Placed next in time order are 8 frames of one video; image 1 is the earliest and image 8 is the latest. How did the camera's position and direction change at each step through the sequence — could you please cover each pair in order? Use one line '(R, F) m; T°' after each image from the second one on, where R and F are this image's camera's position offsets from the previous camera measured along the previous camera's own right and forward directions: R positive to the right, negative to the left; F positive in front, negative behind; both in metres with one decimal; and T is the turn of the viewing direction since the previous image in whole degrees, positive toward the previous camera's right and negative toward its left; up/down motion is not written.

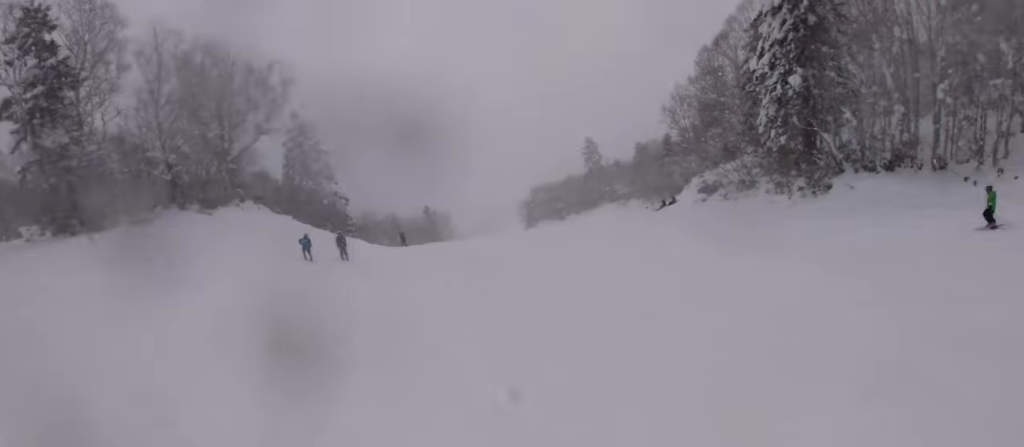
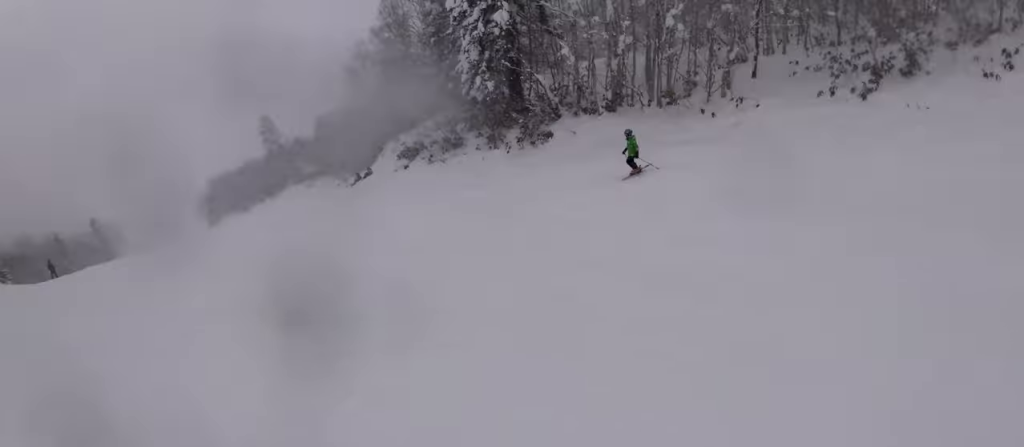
(+3.2, +5.7) m; +42°
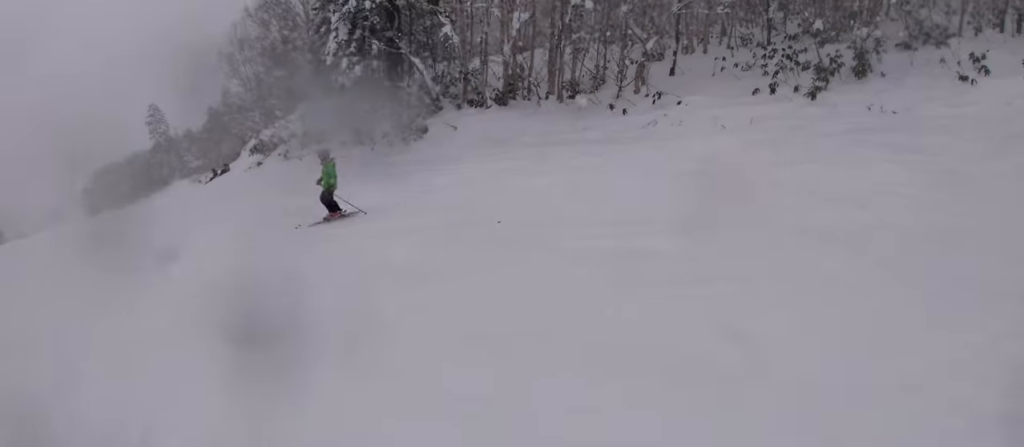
(+0.8, +4.3) m; +9°
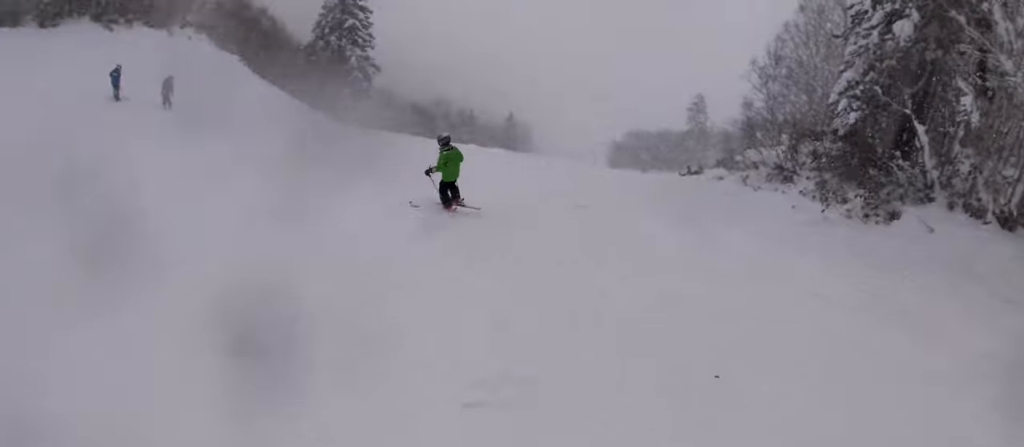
(-0.2, +3.6) m; -21°
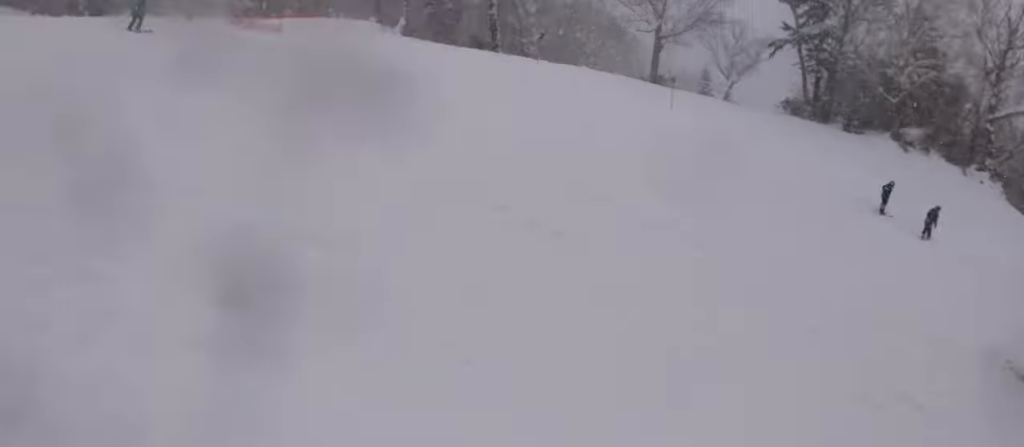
(-0.1, +1.8) m; -23°
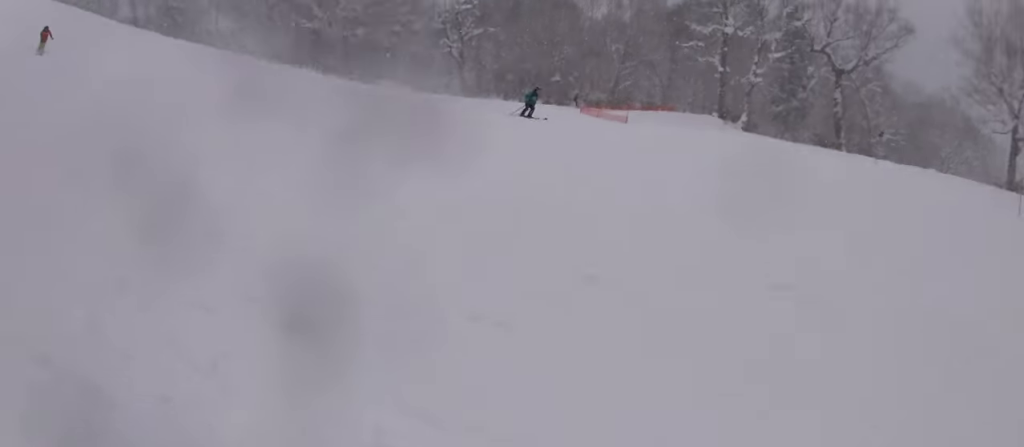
(-0.3, +1.2) m; -25°
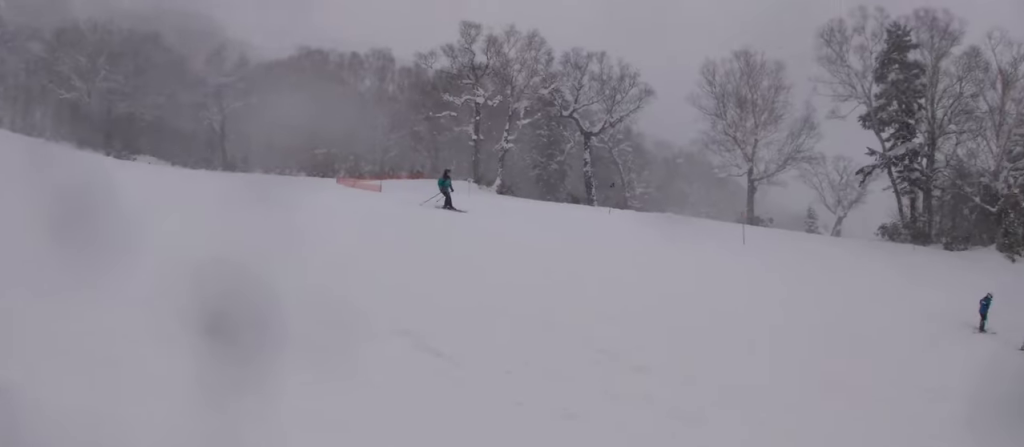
(-2.1, +2.6) m; -36°
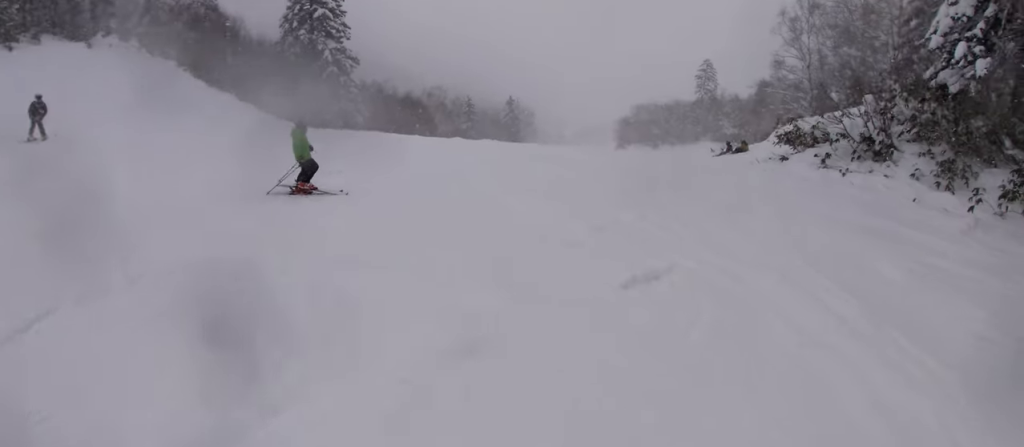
(+2.3, +1.7) m; +53°
